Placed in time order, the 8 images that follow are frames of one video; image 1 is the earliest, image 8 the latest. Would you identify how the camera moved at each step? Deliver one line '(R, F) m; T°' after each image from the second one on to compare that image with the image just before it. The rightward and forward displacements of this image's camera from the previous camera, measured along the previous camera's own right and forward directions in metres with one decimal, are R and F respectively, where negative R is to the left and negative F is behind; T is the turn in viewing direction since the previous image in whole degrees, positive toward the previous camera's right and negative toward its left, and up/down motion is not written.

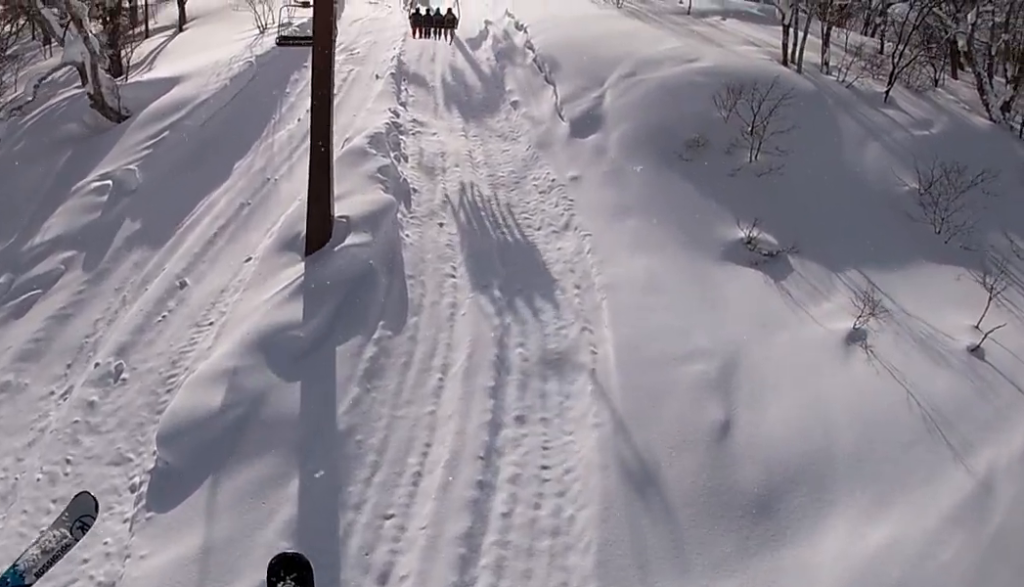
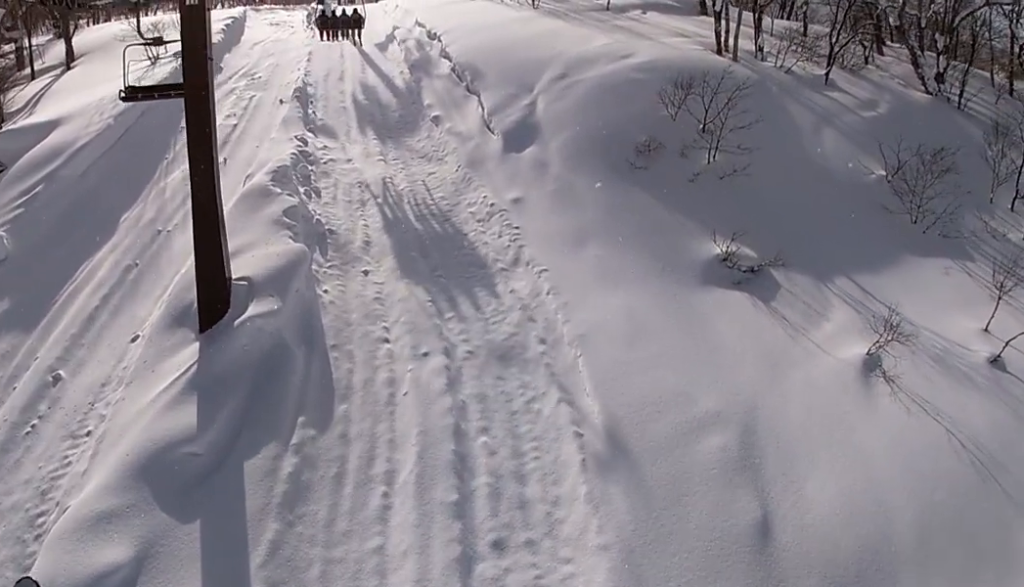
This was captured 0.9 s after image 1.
(+0.1, +4.0) m; 0°
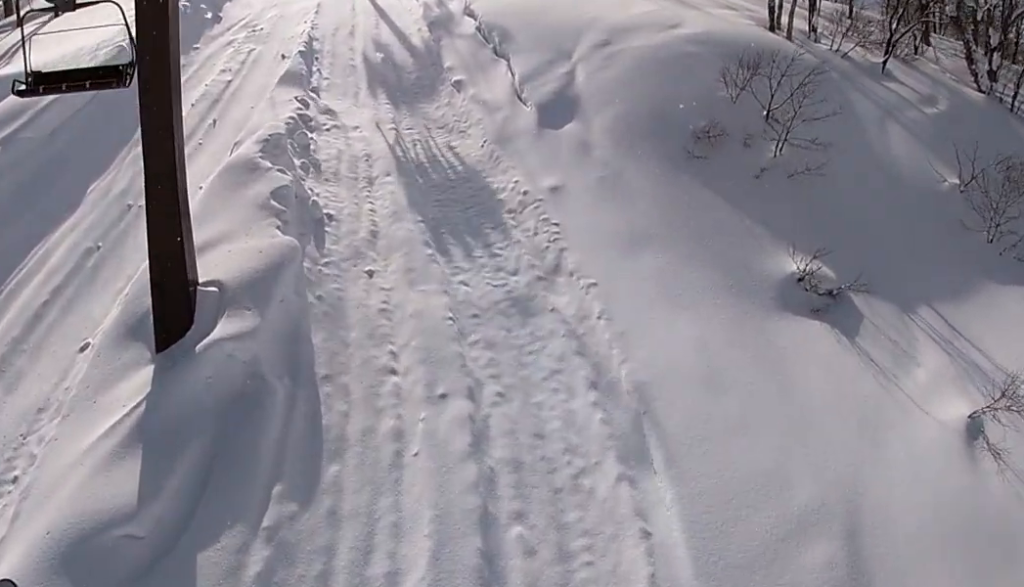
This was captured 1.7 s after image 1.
(-0.3, +3.6) m; 0°
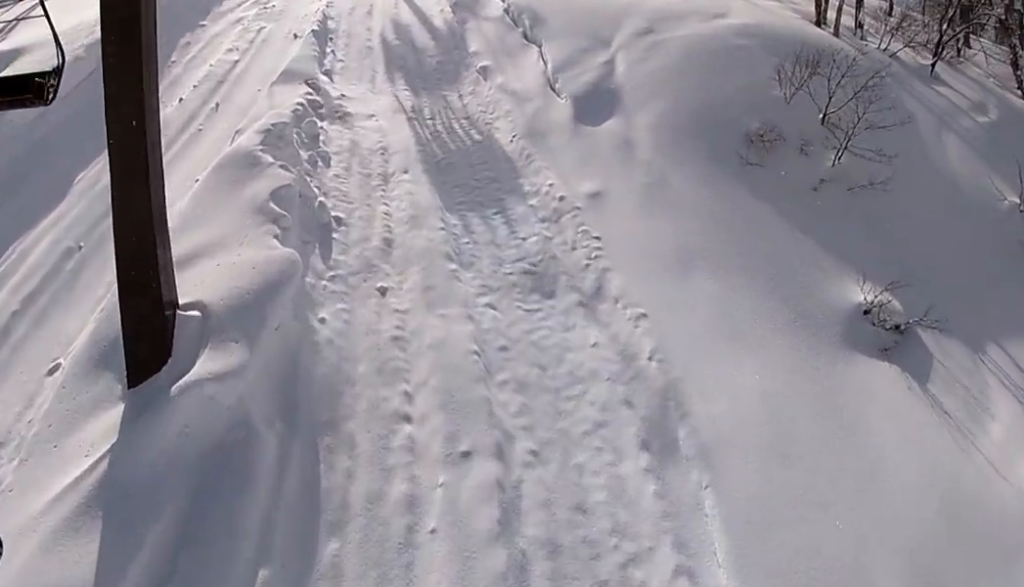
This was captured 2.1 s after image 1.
(+0.3, +2.1) m; 0°
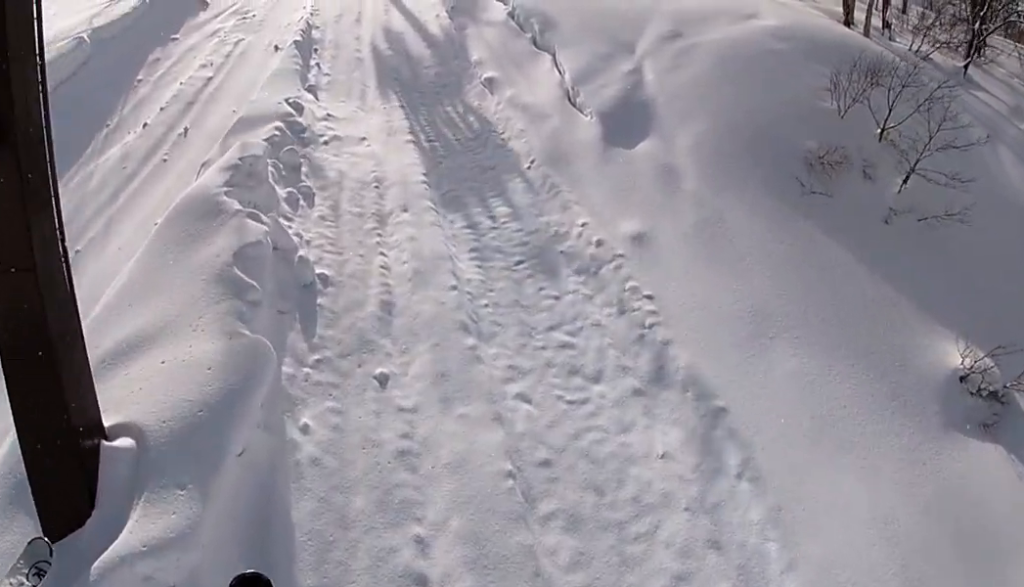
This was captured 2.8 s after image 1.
(0.0, +2.9) m; -3°
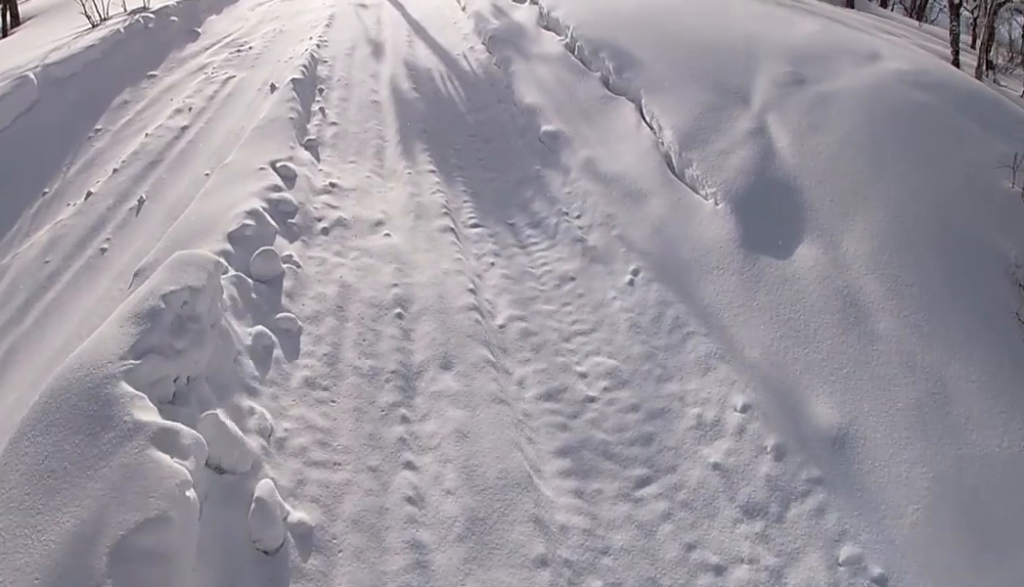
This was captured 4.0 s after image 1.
(-0.6, +5.4) m; -1°
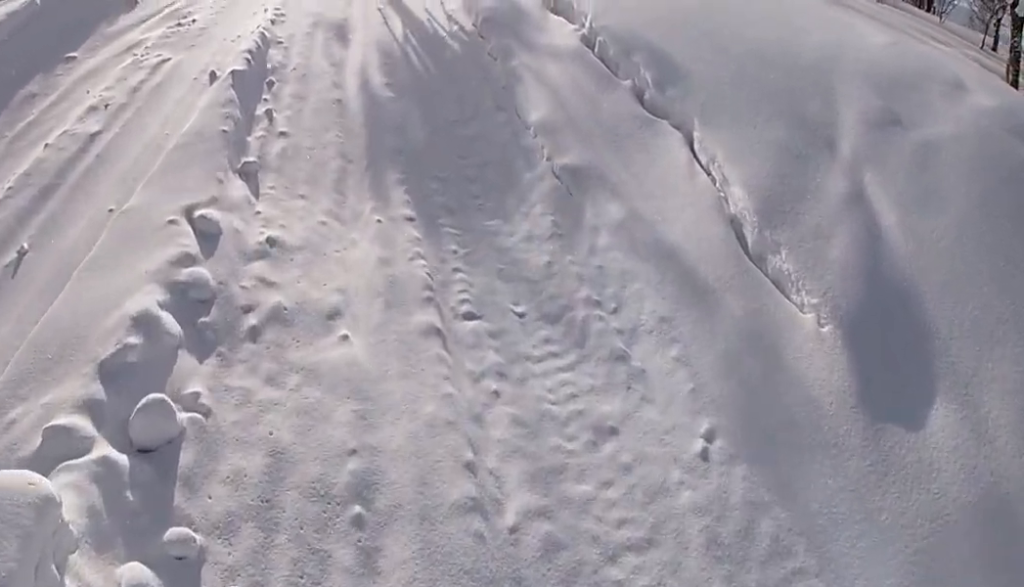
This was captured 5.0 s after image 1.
(+0.3, +4.1) m; +4°
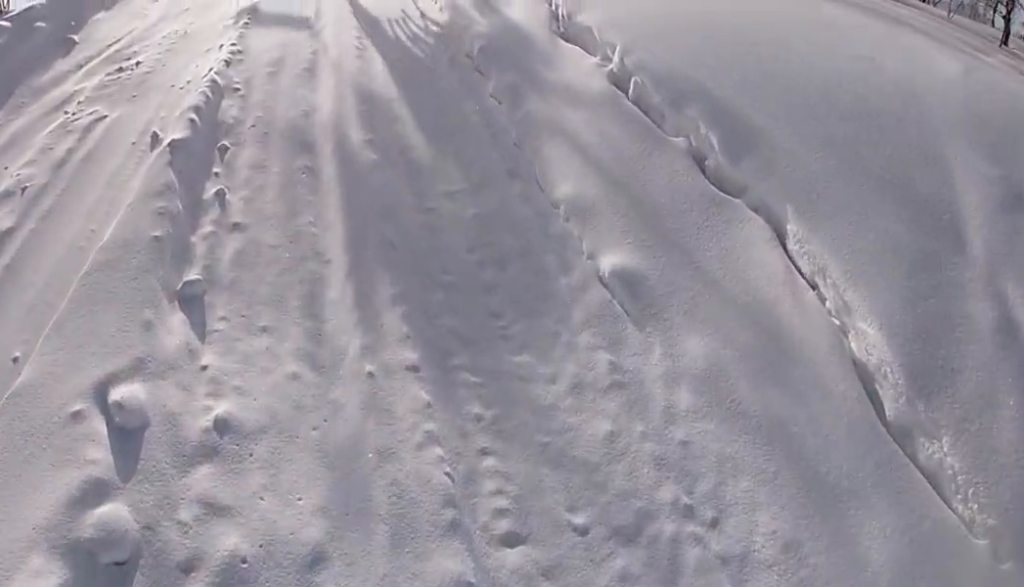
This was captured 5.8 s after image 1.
(+0.1, +3.3) m; -3°
